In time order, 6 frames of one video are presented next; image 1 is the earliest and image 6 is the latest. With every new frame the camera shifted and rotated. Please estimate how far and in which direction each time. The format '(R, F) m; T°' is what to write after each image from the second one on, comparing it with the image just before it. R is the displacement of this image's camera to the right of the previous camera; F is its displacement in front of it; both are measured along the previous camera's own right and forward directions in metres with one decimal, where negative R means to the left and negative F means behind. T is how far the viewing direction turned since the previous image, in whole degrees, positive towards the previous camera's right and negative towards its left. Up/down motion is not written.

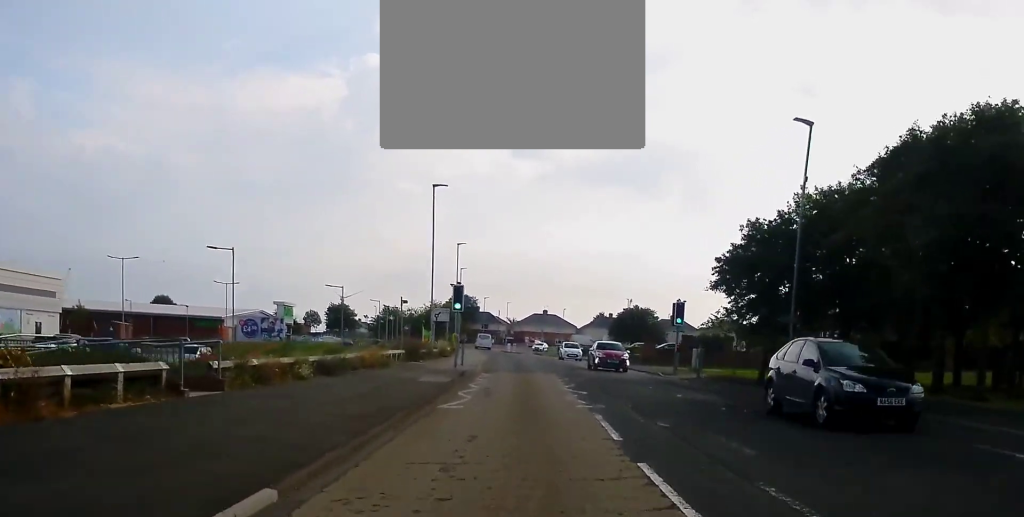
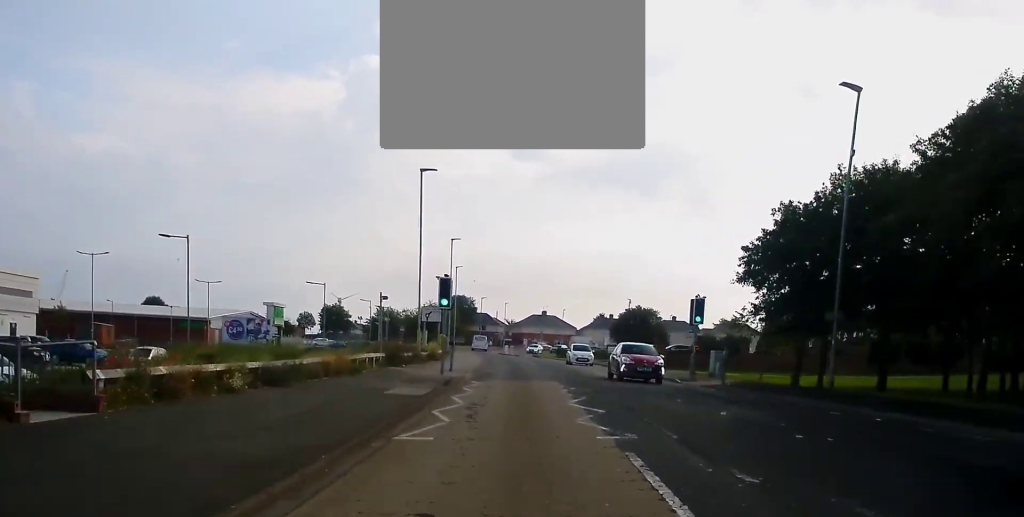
(+0.1, +4.6) m; +1°
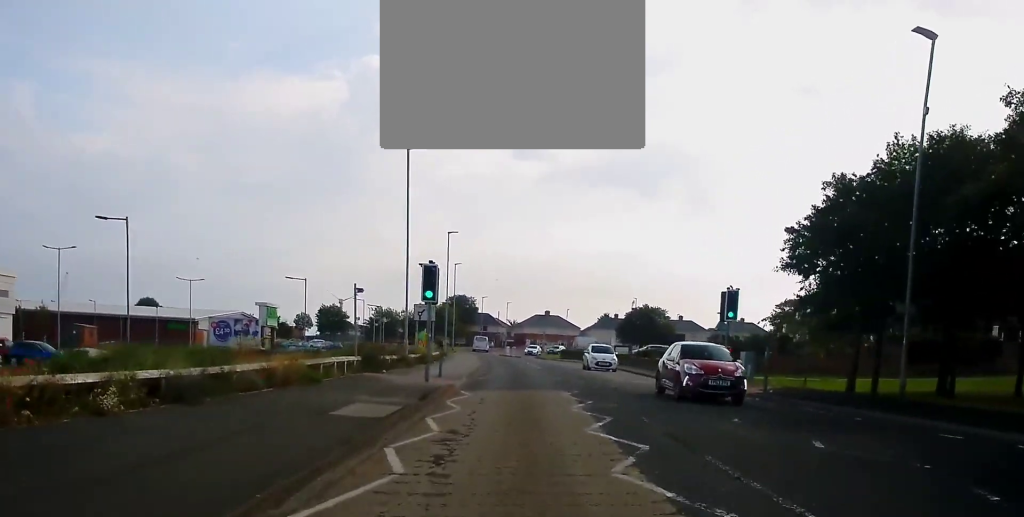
(0.0, +5.1) m; +1°
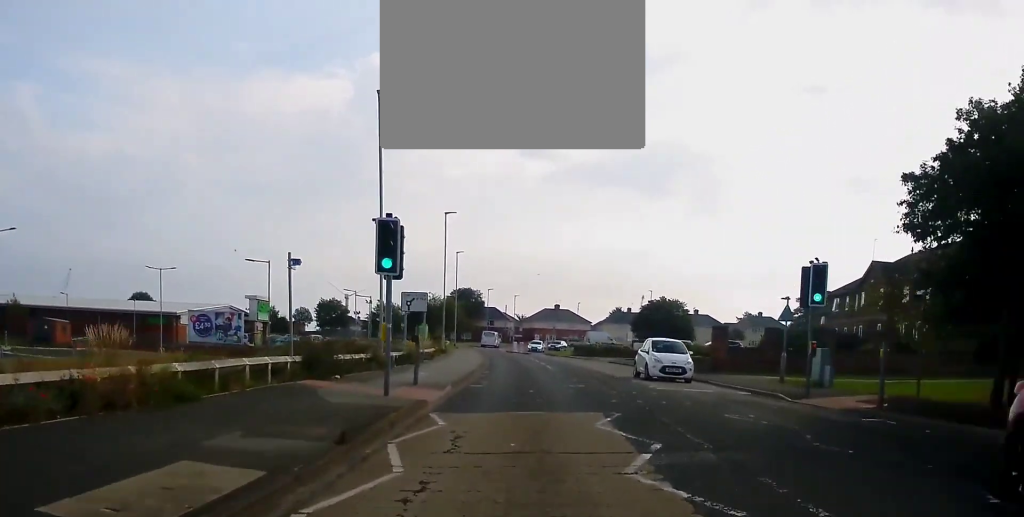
(+0.1, +7.9) m; +1°
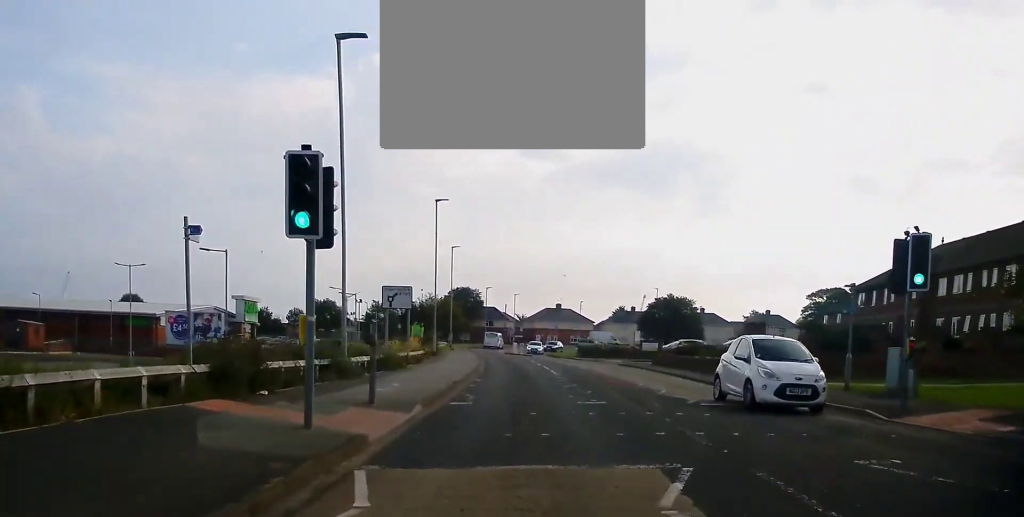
(0.0, +5.6) m; -1°
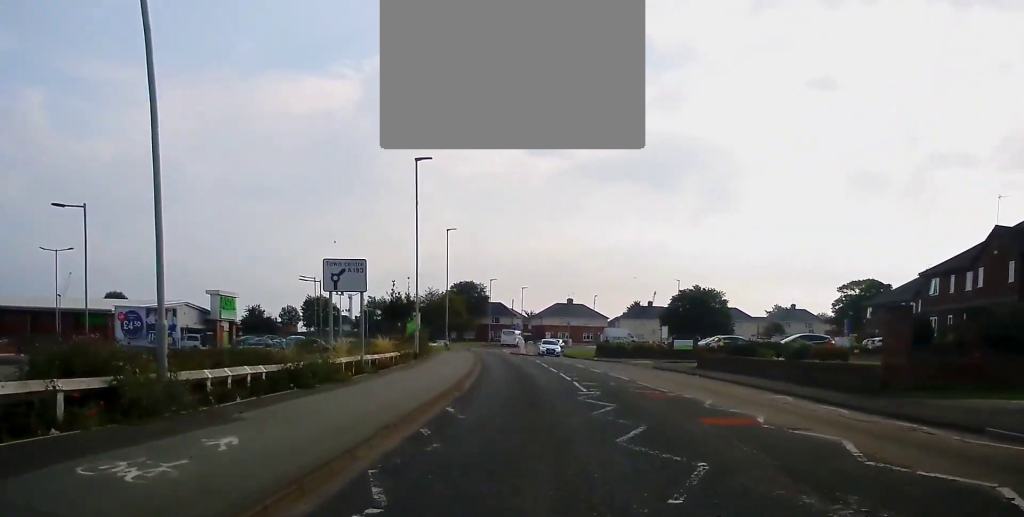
(-0.2, +11.9) m; -3°
